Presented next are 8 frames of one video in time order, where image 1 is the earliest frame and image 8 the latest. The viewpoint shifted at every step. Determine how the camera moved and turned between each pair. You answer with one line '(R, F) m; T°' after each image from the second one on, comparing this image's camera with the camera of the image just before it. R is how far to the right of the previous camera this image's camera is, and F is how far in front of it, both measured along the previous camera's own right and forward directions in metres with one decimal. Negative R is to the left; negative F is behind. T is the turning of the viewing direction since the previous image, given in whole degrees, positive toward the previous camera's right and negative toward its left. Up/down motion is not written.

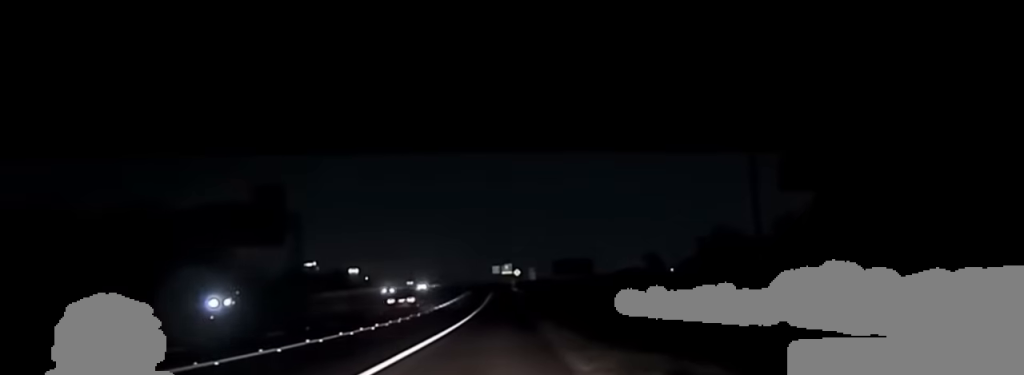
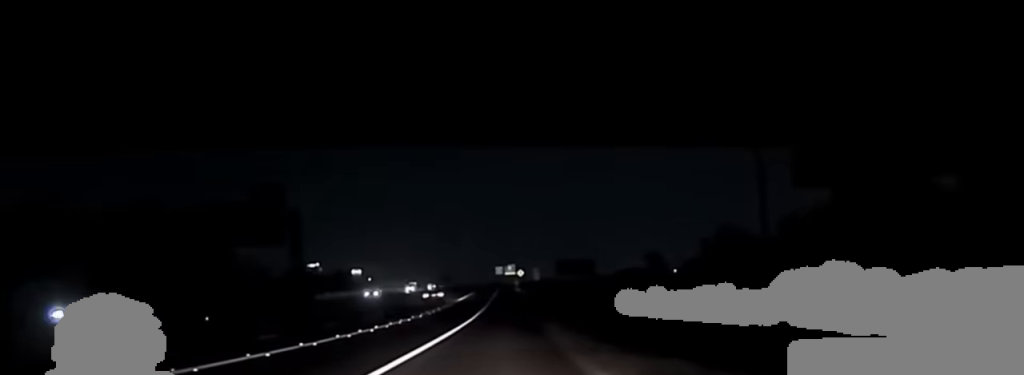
(0.0, +1.2) m; 0°
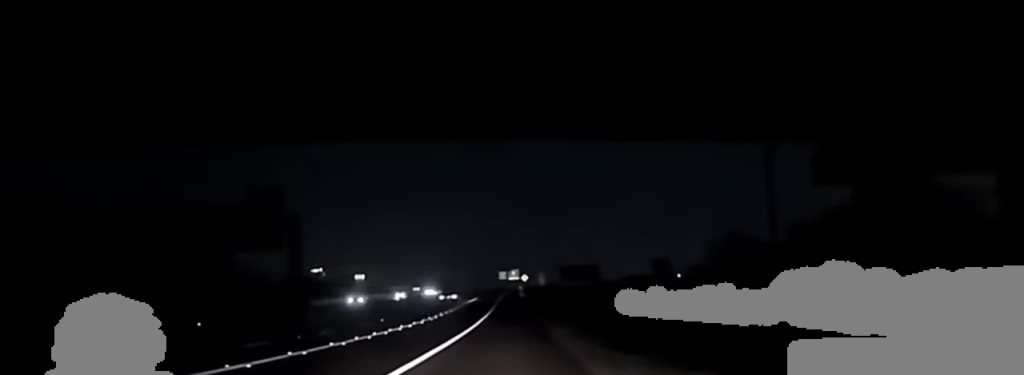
(0.0, +1.7) m; 0°
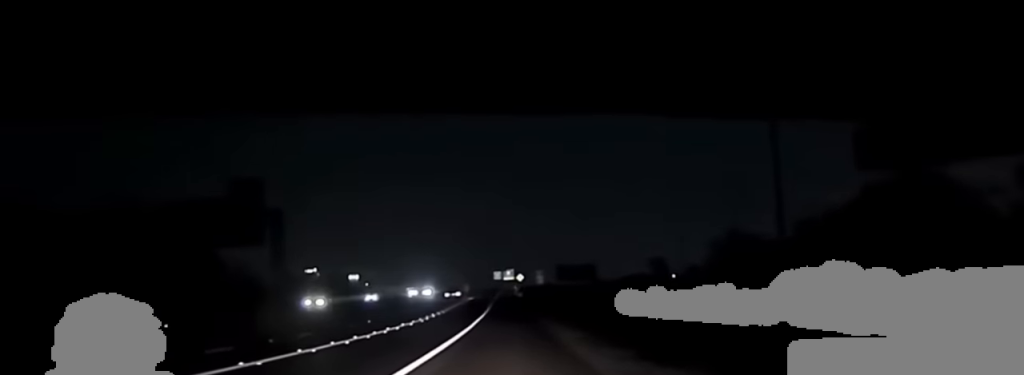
(0.0, +4.5) m; 0°
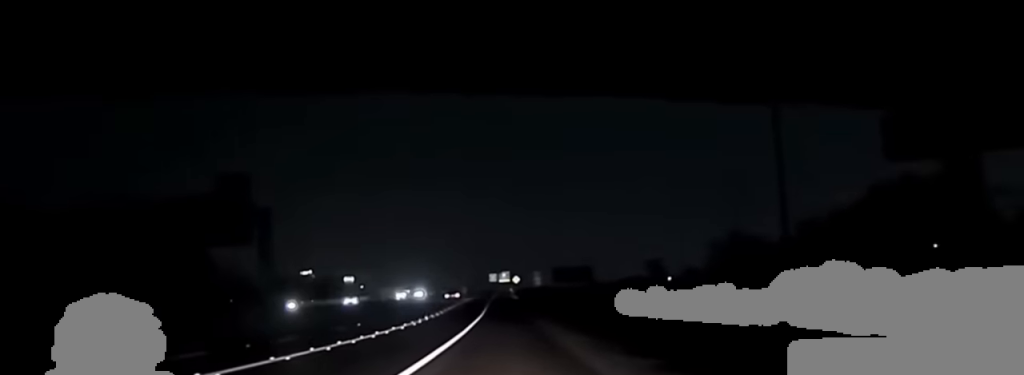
(0.0, +3.2) m; 0°
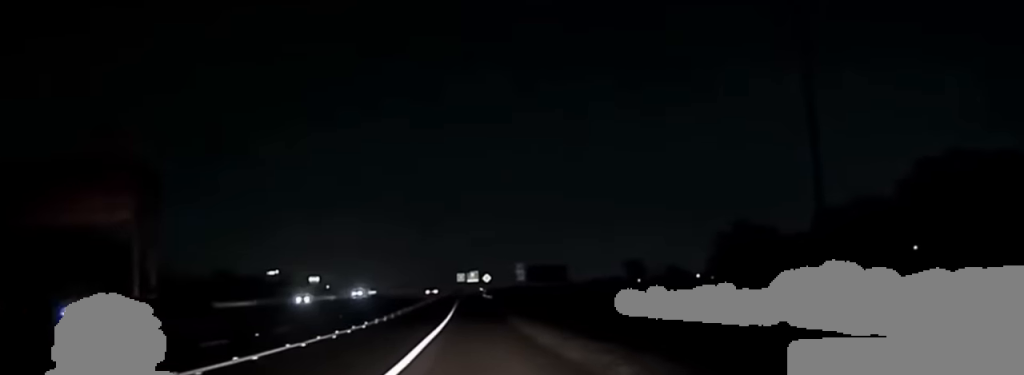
(+0.7, +20.1) m; +3°
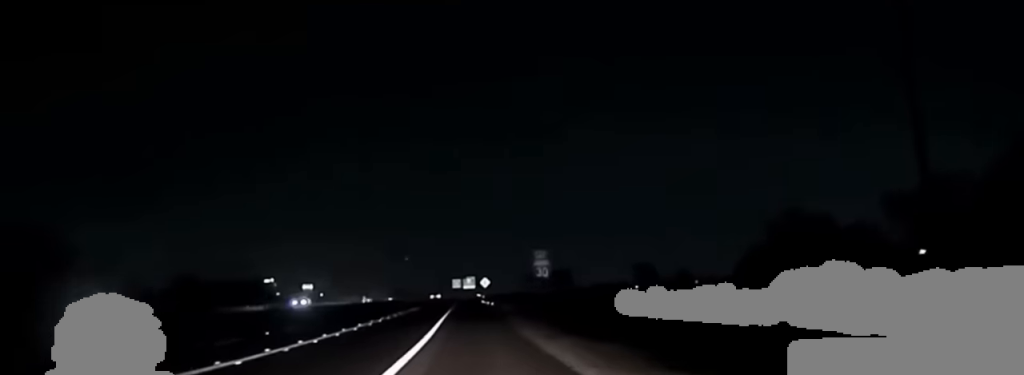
(-0.5, +24.7) m; -2°
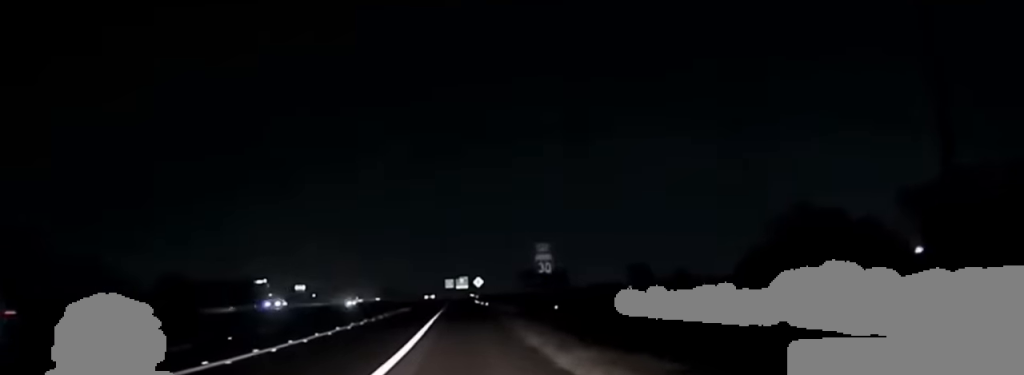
(0.0, +4.8) m; 0°
